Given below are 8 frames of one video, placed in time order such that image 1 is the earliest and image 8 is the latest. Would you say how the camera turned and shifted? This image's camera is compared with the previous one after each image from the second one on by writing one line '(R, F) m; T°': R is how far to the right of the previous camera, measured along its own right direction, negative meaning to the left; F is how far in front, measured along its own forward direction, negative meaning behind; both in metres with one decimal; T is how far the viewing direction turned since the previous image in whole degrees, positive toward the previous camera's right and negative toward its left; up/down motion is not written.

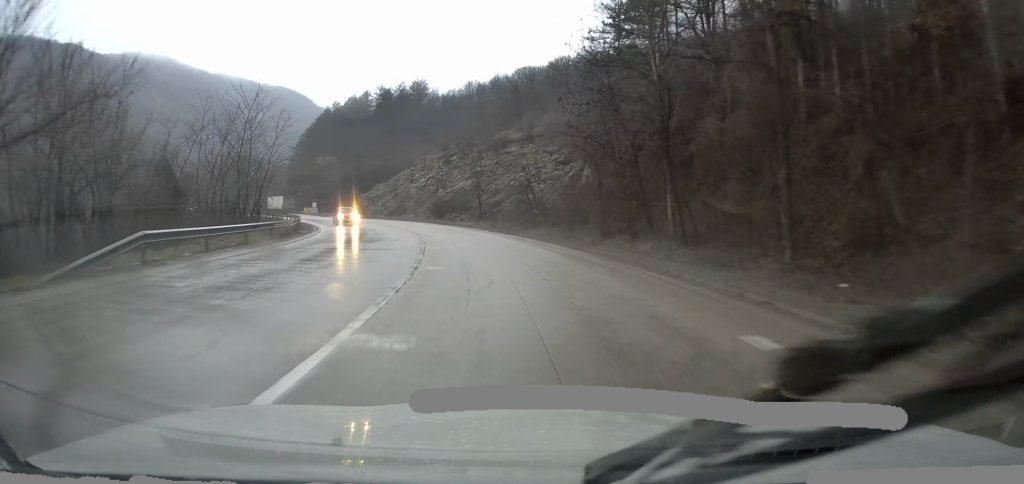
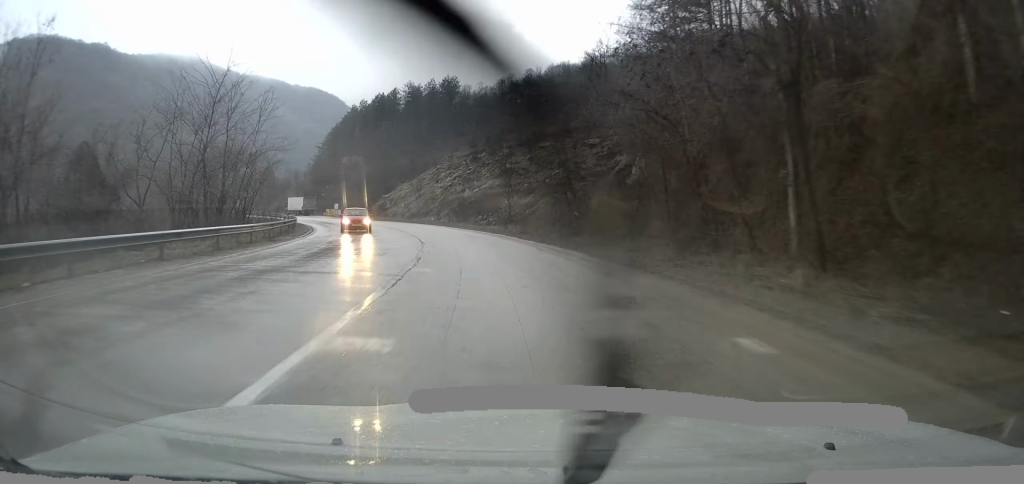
(-0.3, +7.4) m; -3°
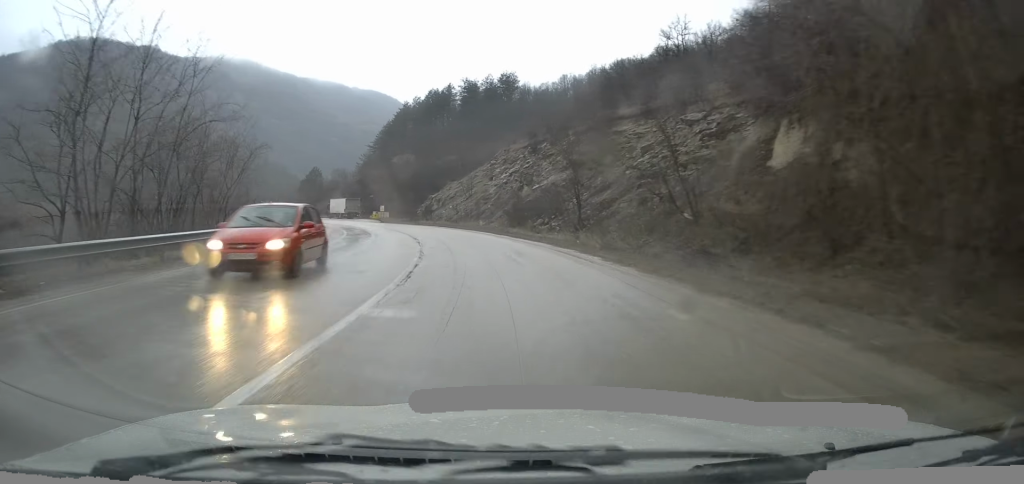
(-0.5, +12.5) m; -6°
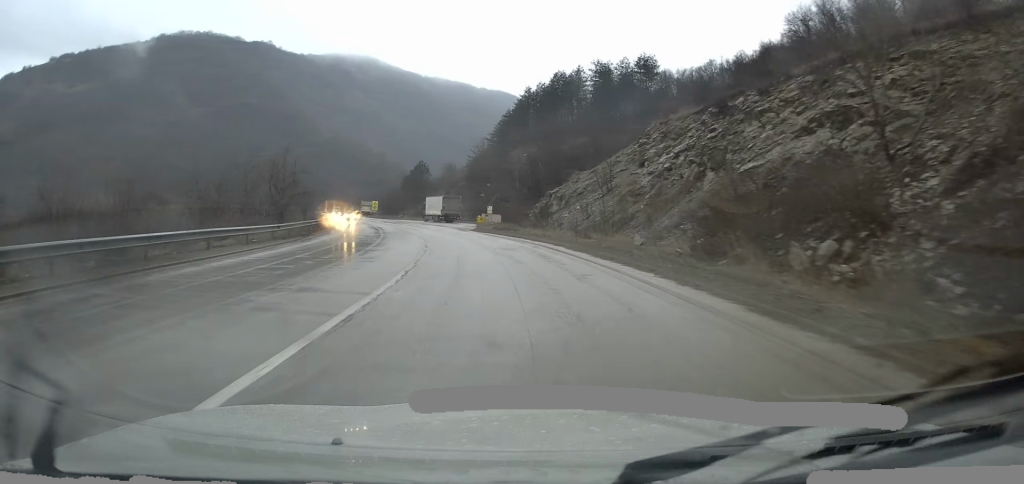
(-3.8, +25.5) m; -15°
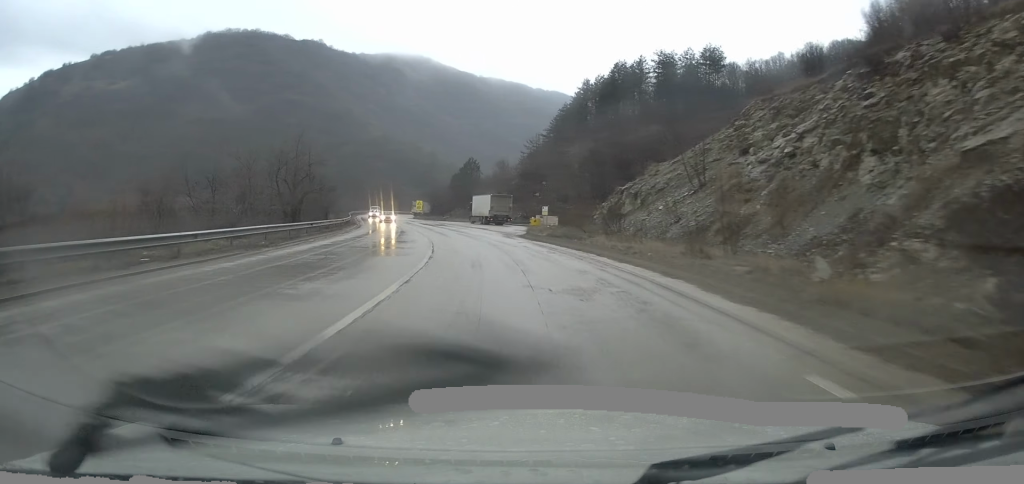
(-0.3, +11.3) m; -4°
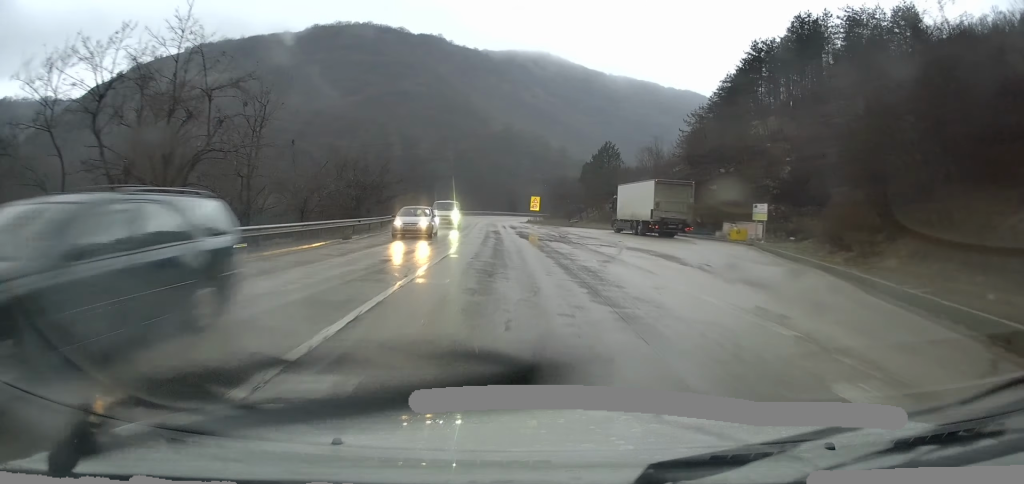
(-3.5, +34.9) m; -13°
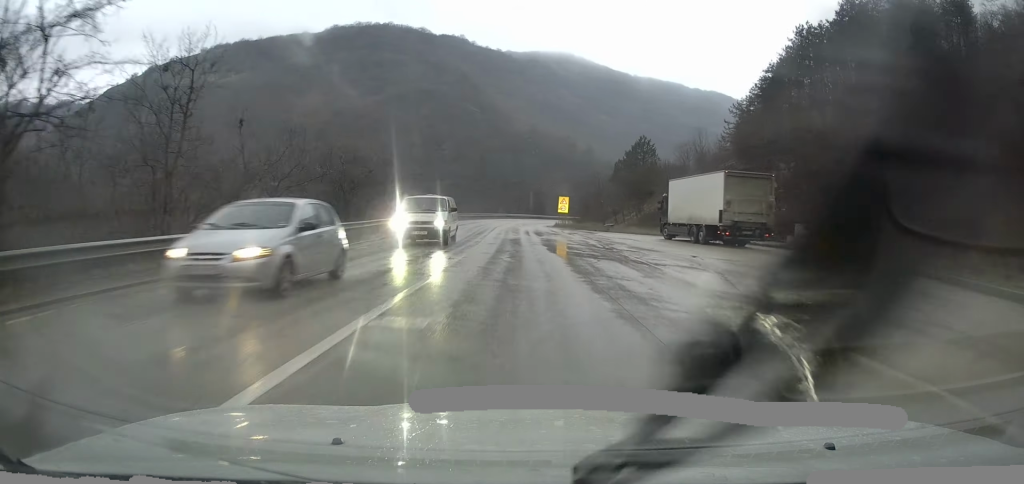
(-0.1, +9.7) m; -4°
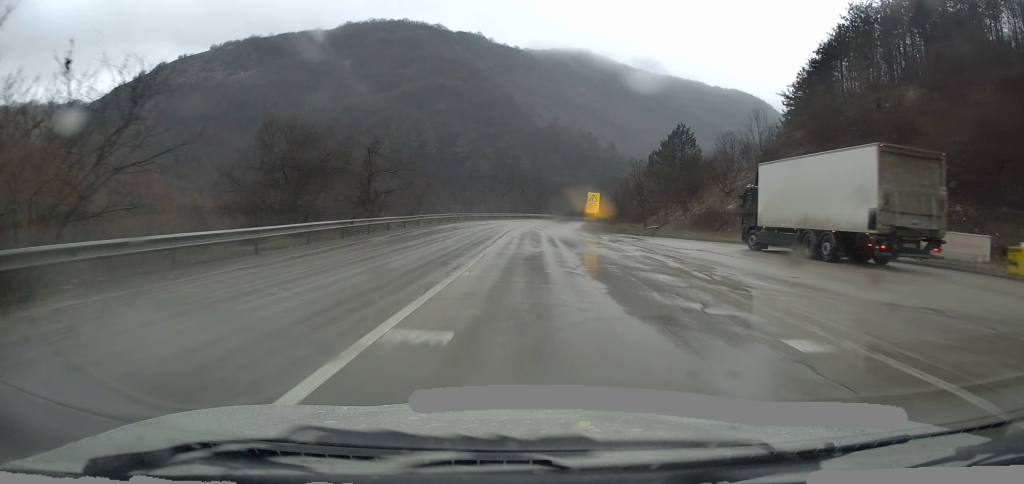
(-0.8, +12.7) m; -3°
